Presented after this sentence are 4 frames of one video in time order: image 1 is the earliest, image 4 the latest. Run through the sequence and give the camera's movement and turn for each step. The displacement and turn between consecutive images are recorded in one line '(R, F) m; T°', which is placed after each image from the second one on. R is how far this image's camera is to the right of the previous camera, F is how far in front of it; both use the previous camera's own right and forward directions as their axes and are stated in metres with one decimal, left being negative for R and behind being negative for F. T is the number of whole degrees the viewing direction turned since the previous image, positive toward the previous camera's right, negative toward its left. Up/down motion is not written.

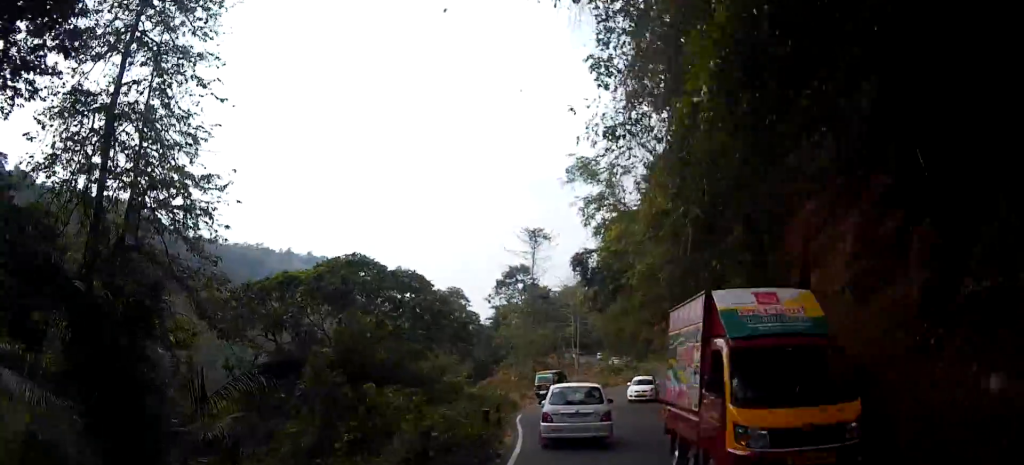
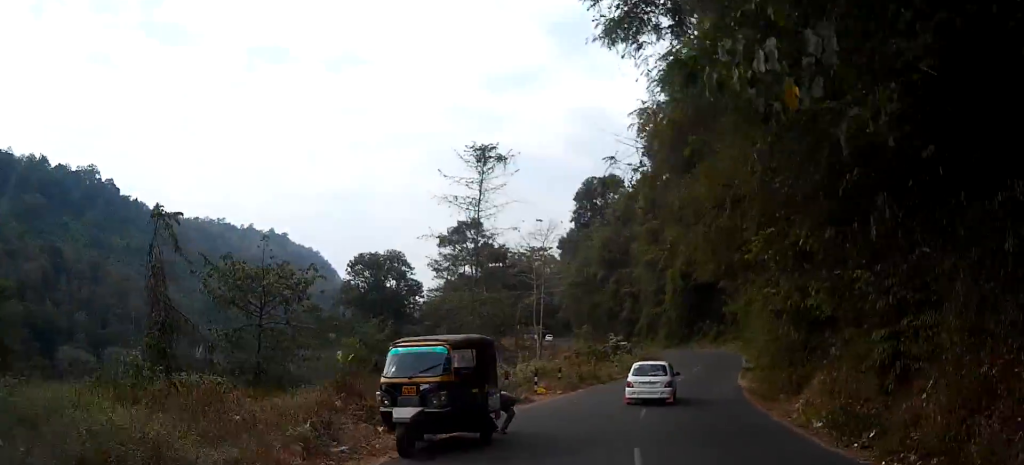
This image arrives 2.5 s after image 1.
(-0.7, +24.7) m; +1°
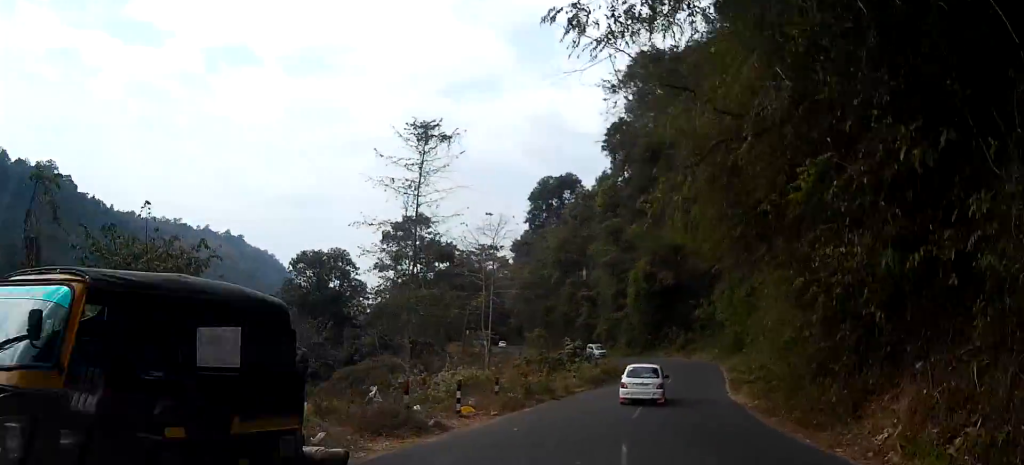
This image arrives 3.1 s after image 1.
(+0.5, +6.5) m; +1°
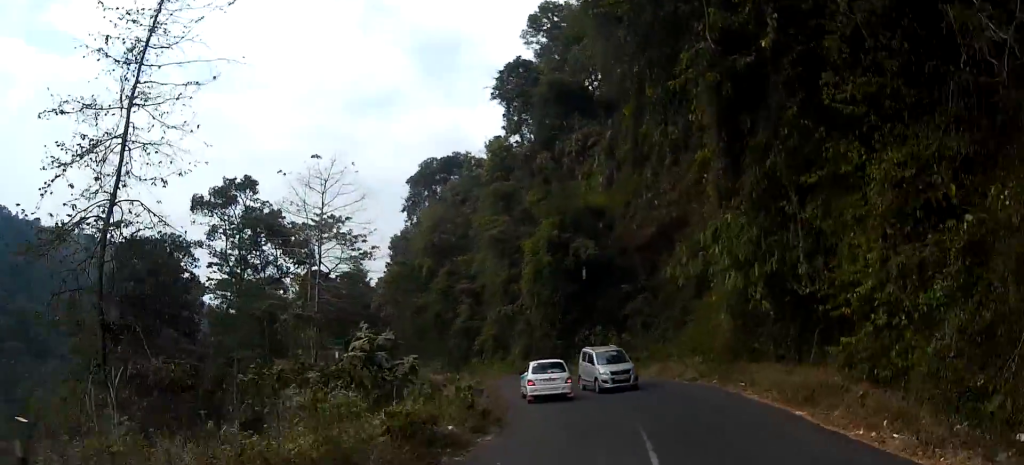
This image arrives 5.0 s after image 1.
(-0.7, +24.5) m; -2°
